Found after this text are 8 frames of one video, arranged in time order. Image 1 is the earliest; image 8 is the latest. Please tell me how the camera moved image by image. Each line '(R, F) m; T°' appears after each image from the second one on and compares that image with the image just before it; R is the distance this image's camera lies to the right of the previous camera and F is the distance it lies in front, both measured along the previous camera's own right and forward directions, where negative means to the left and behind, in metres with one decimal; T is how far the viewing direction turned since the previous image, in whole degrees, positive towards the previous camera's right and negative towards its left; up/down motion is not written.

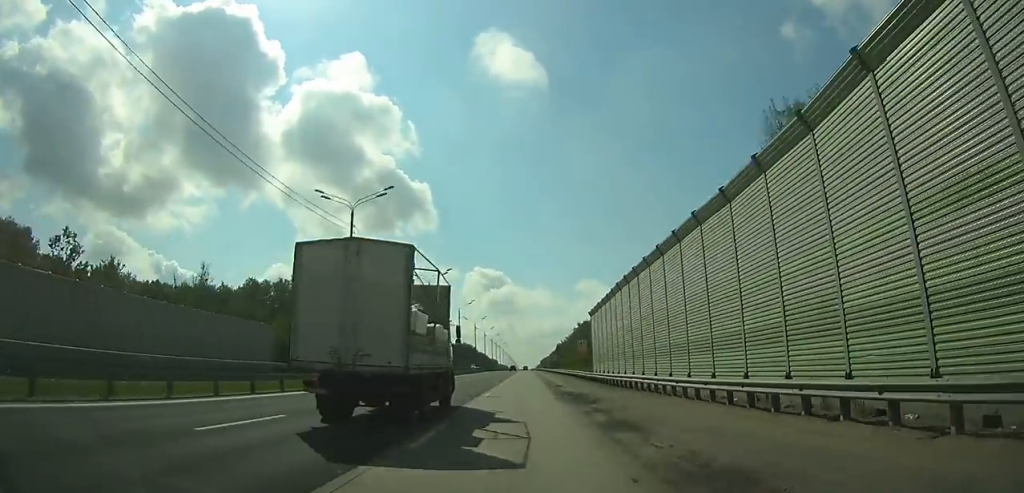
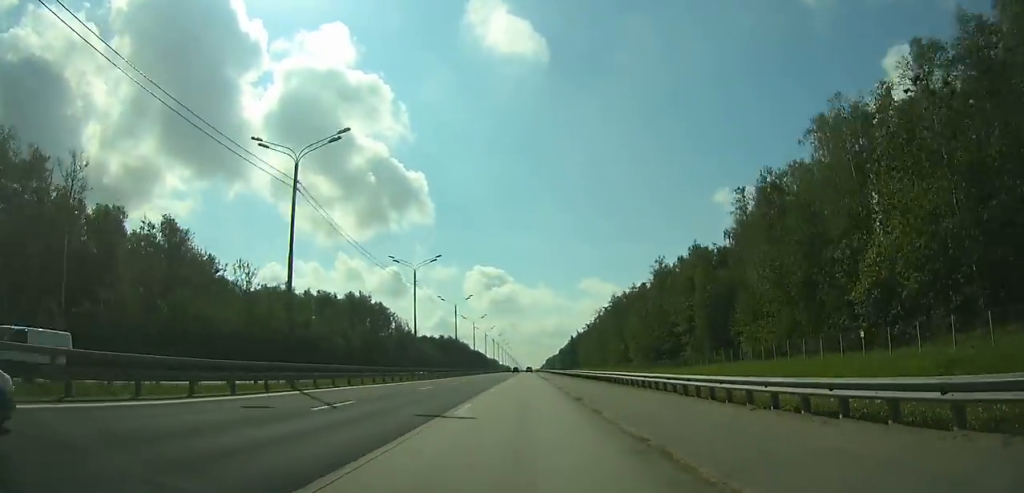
(-0.6, +120.8) m; 0°
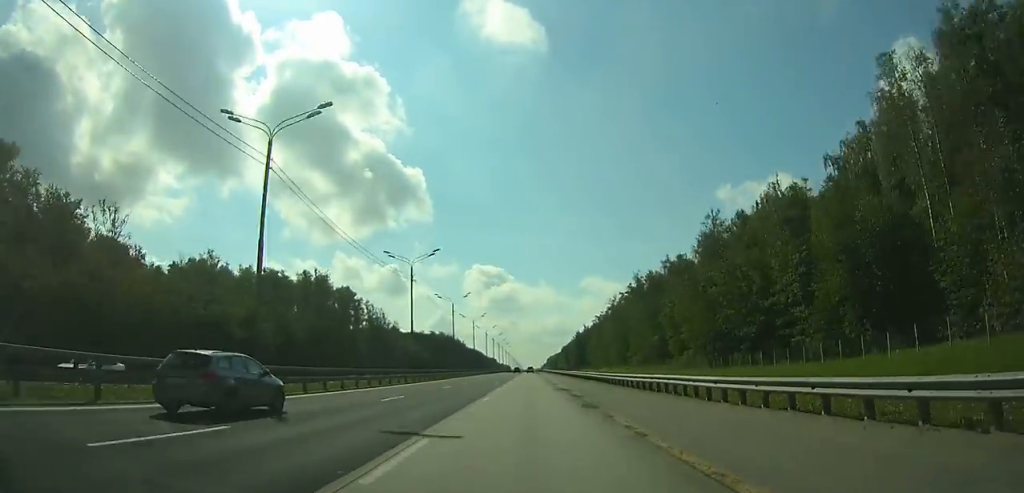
(+0.1, +40.7) m; 0°
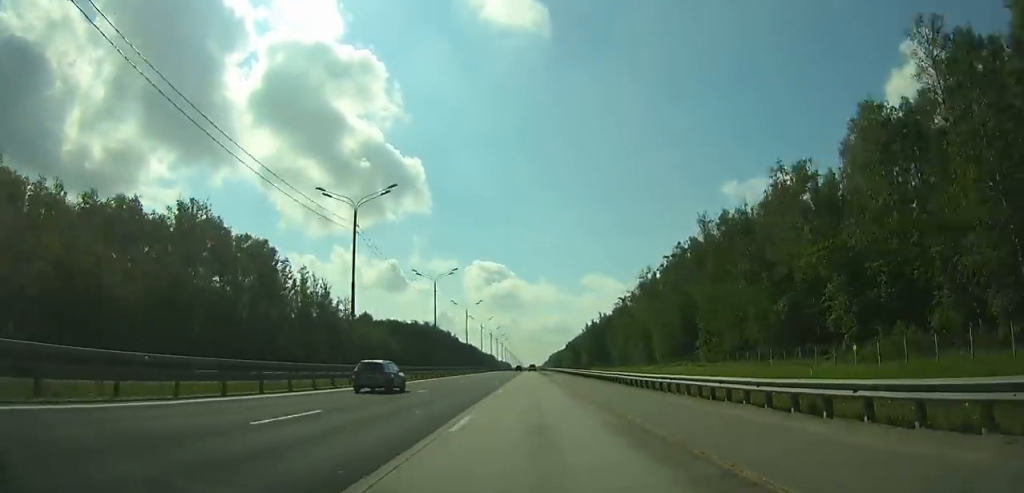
(-0.1, +59.4) m; 0°
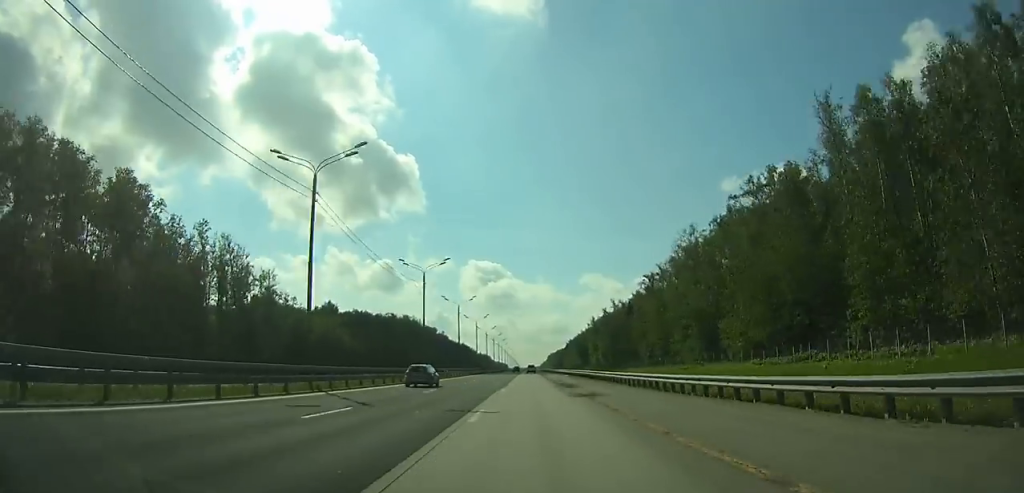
(-0.1, +45.6) m; 0°
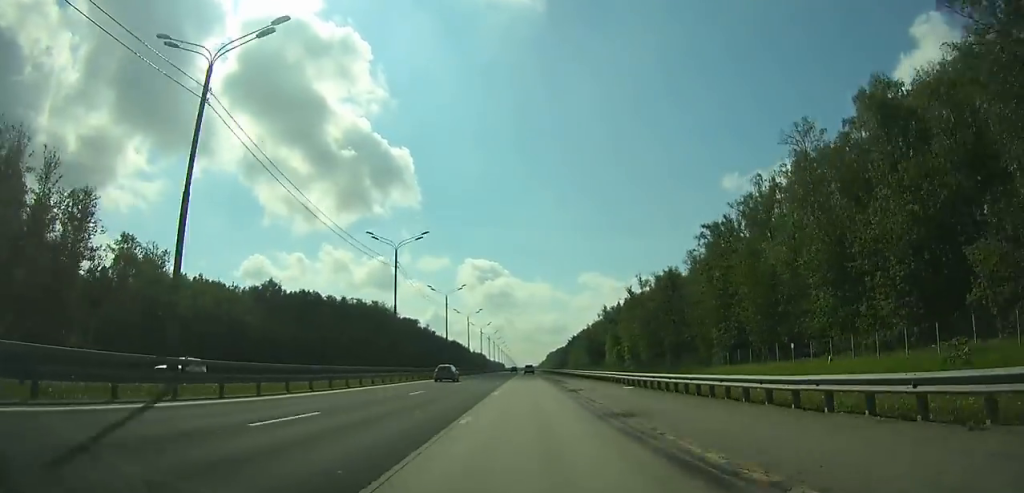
(+0.1, +50.5) m; 0°
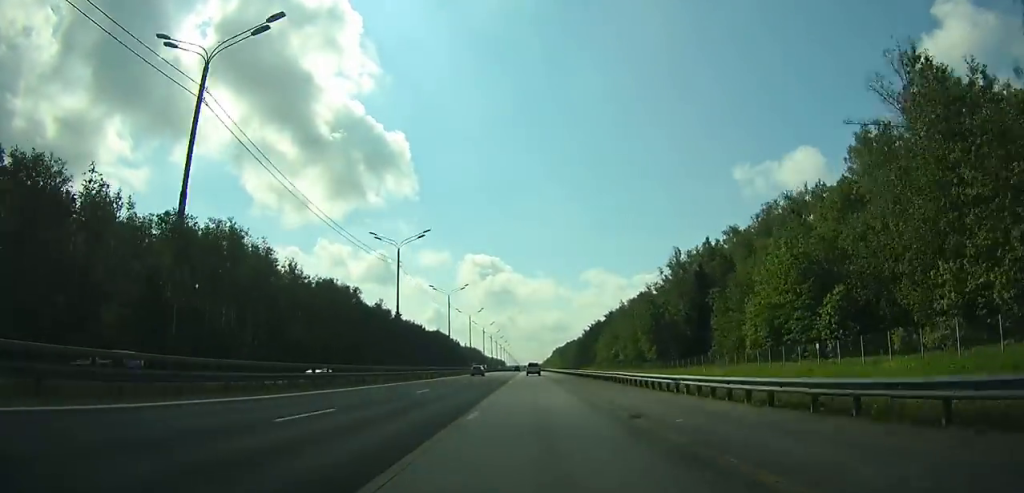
(0.0, +111.4) m; 0°
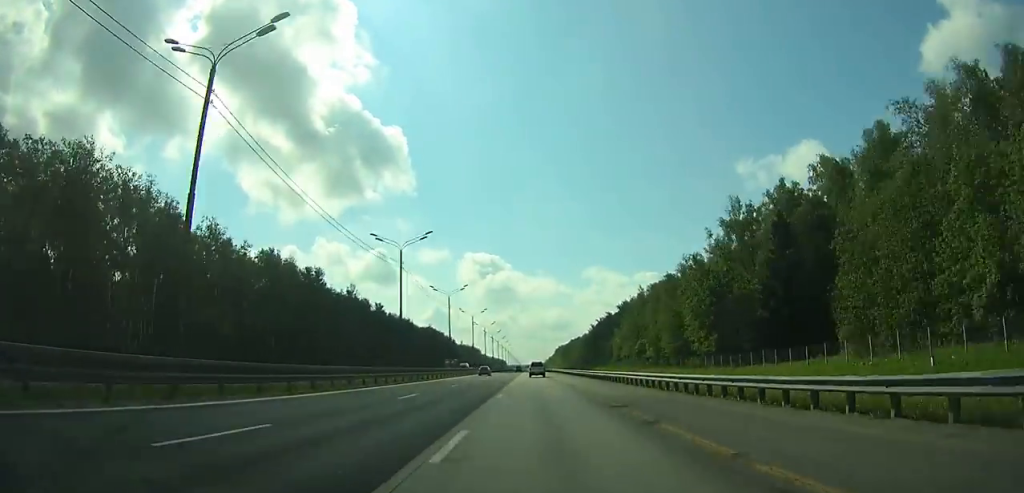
(0.0, +37.2) m; 0°
